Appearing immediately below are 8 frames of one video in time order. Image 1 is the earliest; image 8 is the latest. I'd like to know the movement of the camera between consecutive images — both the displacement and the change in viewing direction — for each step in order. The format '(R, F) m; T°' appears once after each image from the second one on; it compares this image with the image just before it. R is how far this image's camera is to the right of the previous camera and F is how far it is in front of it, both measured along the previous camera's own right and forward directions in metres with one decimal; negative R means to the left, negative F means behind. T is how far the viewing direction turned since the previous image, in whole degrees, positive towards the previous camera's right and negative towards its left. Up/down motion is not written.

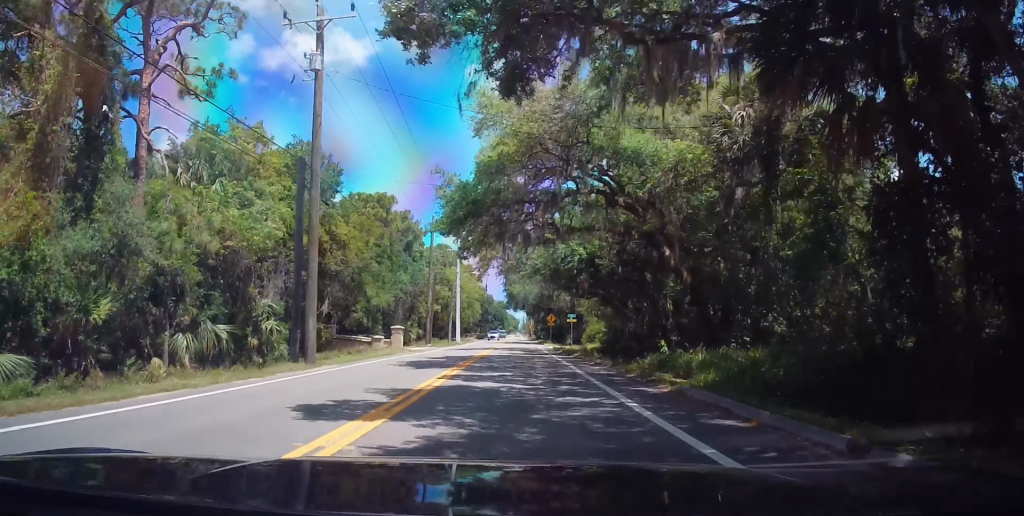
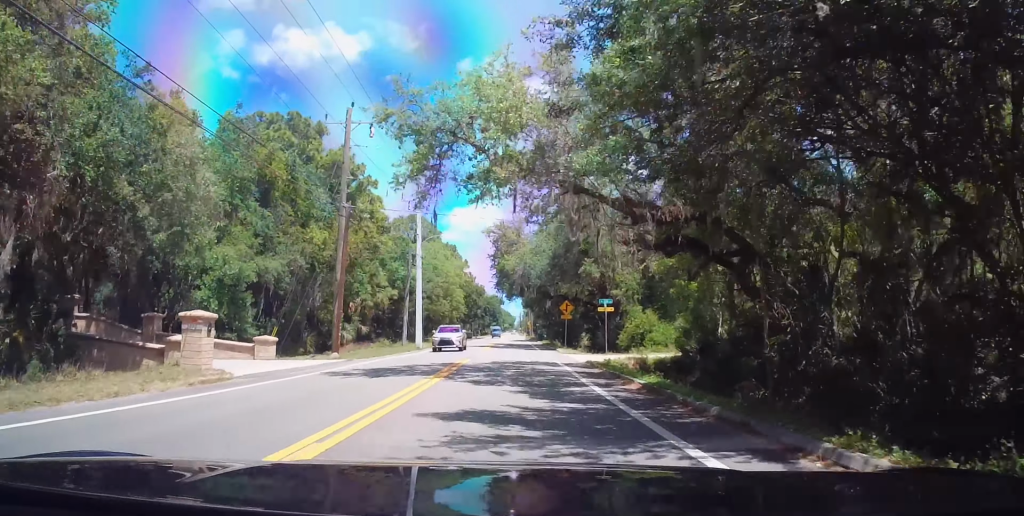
(+0.6, +28.0) m; +2°
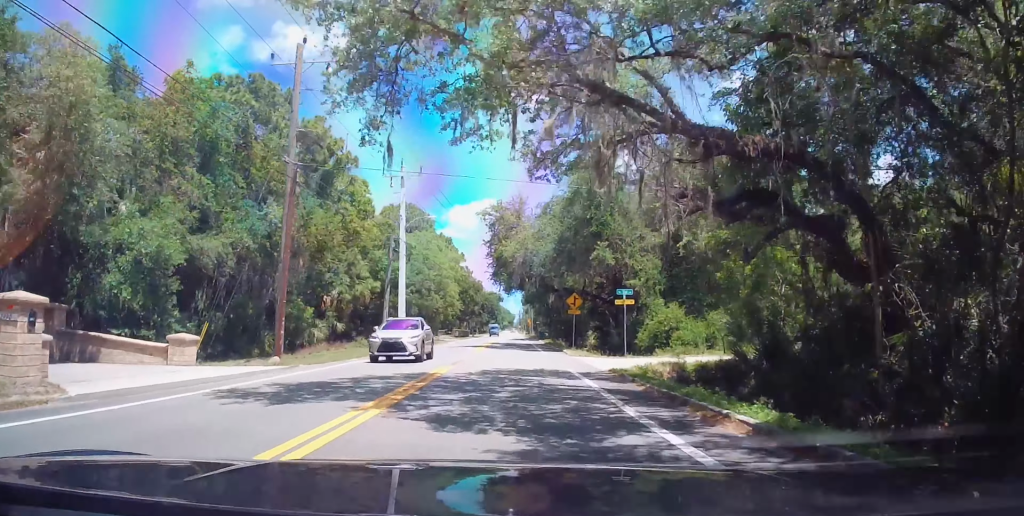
(0.0, +7.0) m; 0°
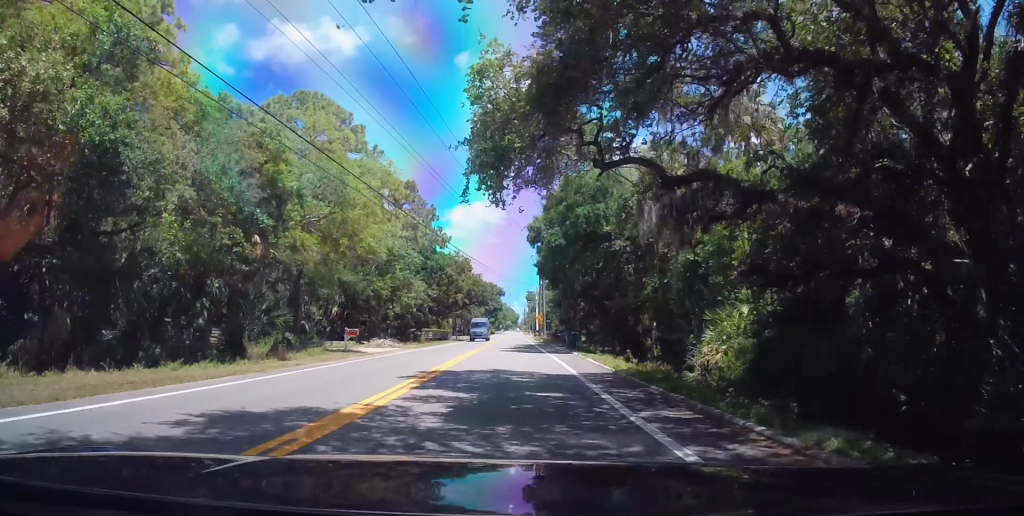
(-0.7, +39.9) m; -2°
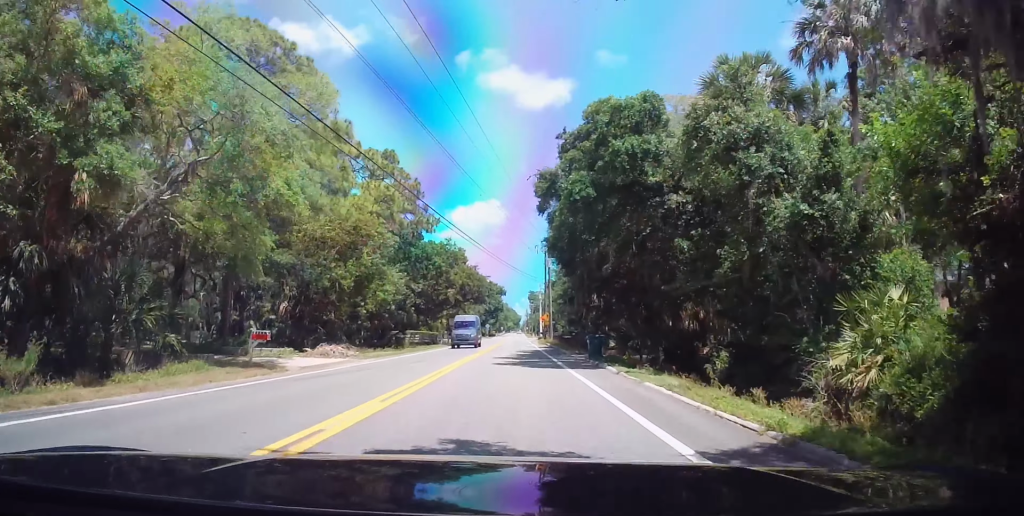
(+0.1, +11.8) m; +1°
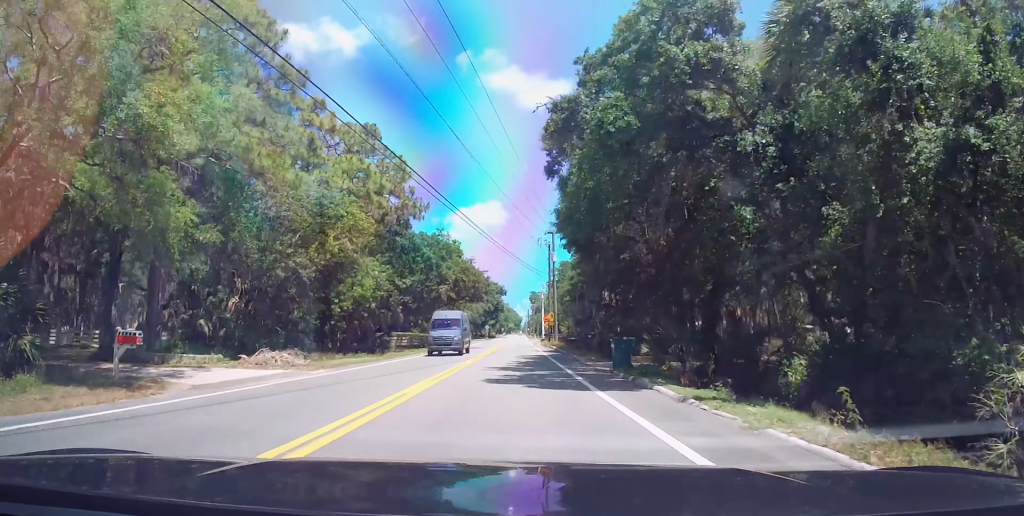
(+0.1, +7.4) m; +1°
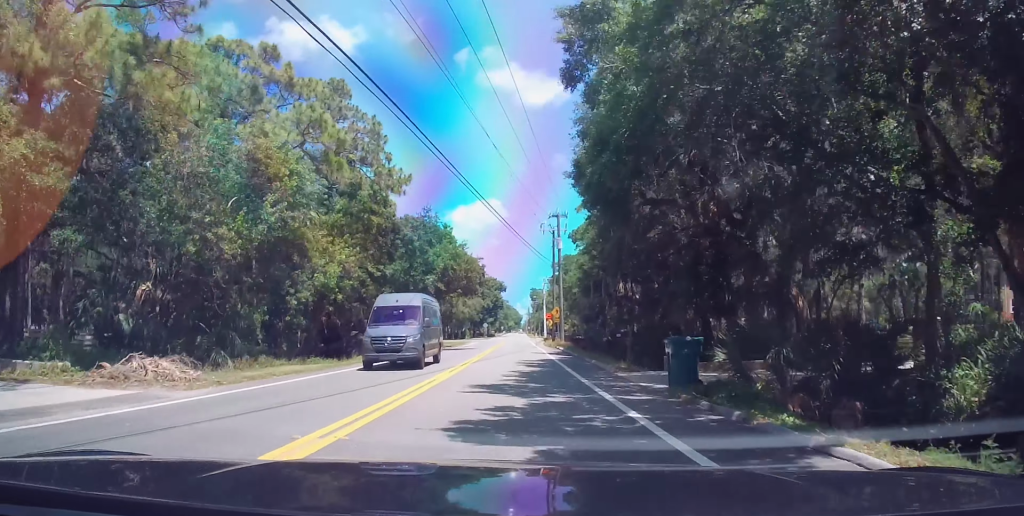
(0.0, +8.4) m; -1°
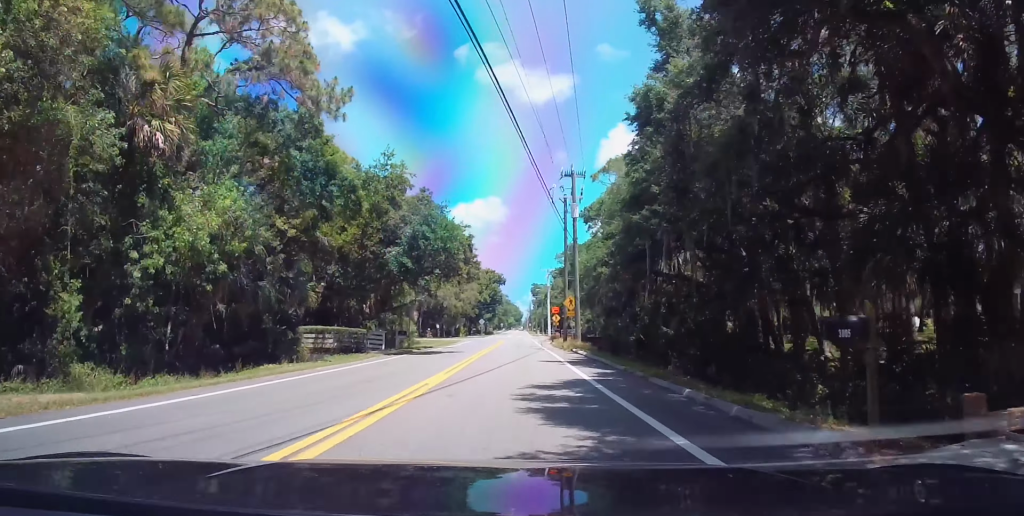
(-0.3, +14.7) m; -1°
